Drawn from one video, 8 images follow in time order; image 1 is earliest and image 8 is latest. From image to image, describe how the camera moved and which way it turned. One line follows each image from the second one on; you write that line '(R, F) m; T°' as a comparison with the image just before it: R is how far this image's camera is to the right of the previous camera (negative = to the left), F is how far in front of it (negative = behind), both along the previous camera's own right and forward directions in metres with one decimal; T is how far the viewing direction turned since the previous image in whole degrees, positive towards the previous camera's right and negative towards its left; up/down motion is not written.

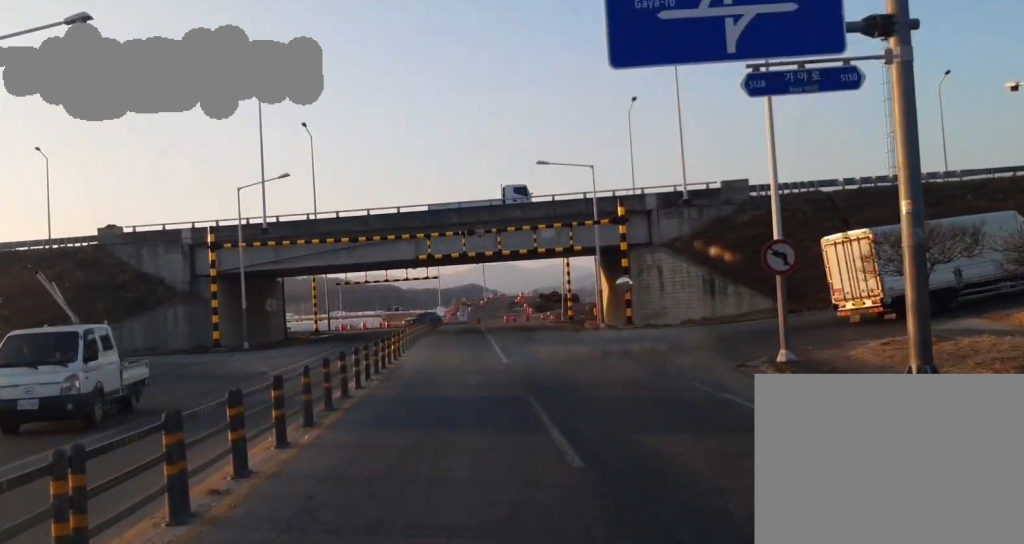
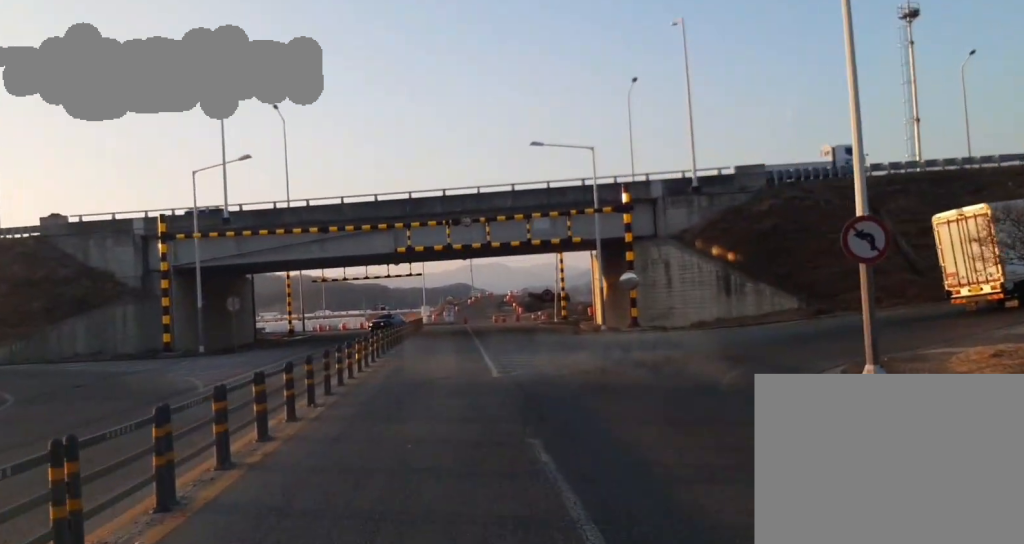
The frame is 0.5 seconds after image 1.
(-0.1, +6.9) m; +1°
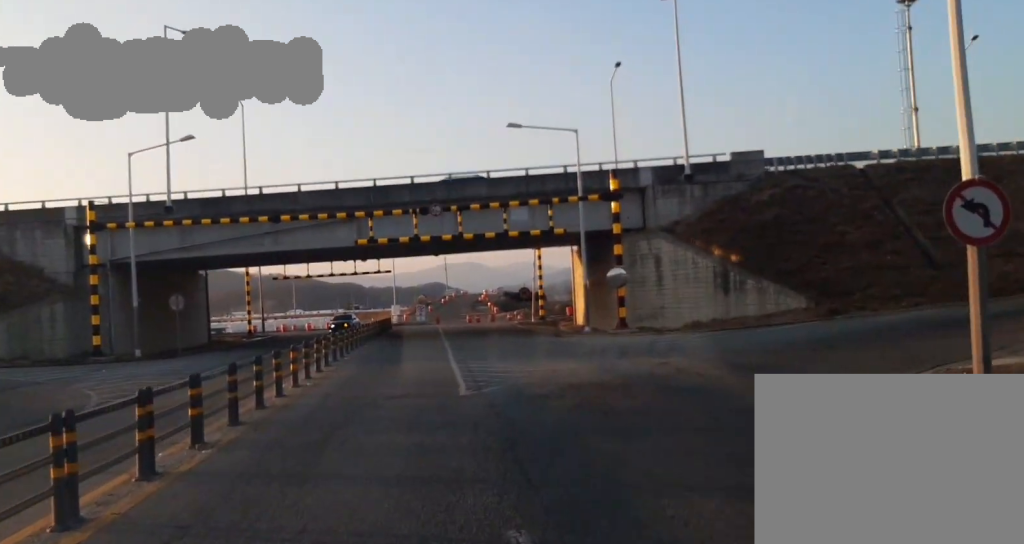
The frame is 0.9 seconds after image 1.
(+0.1, +6.0) m; +2°
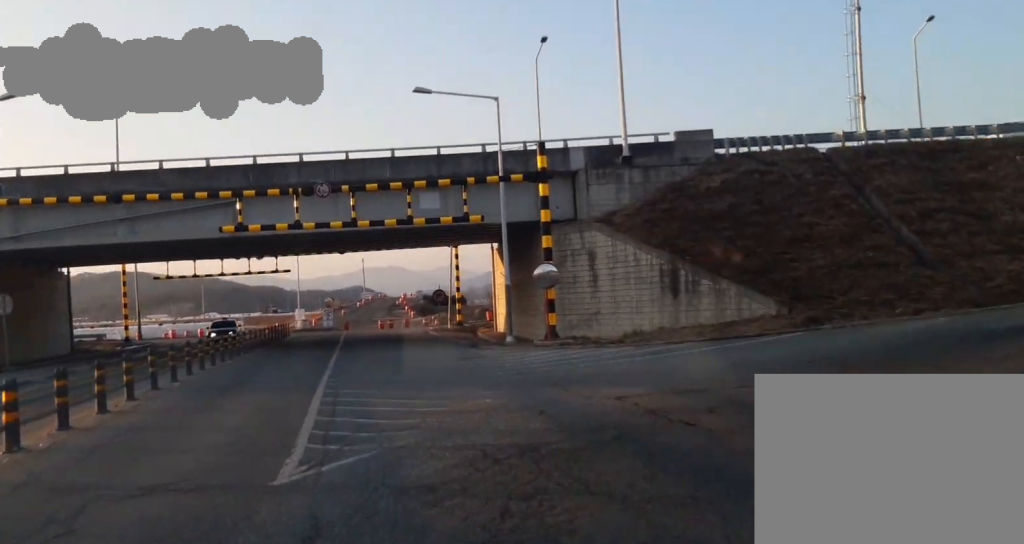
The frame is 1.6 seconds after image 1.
(+0.2, +9.8) m; +6°
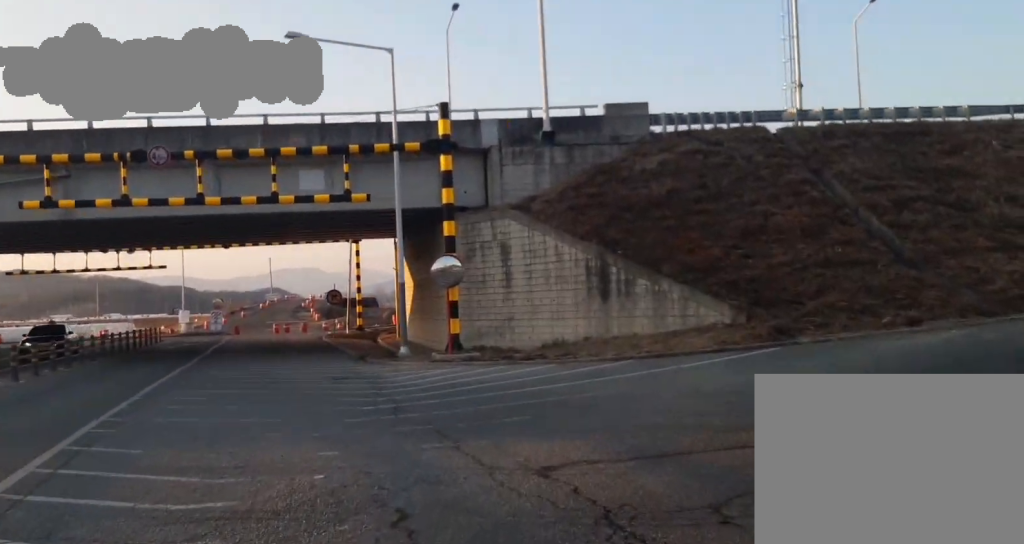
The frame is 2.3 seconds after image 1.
(0.0, +8.1) m; +13°
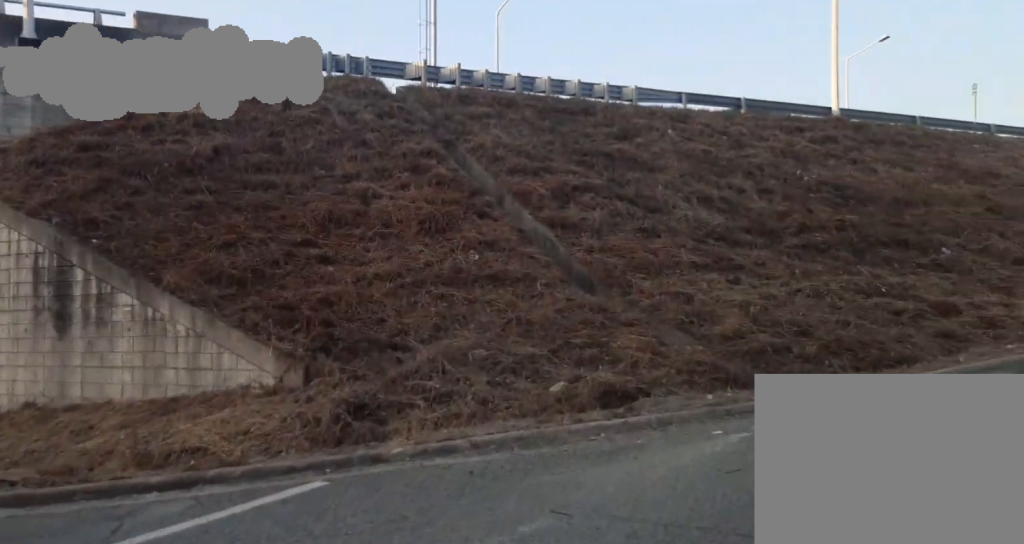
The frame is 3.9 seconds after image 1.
(+5.0, +14.9) m; +24°
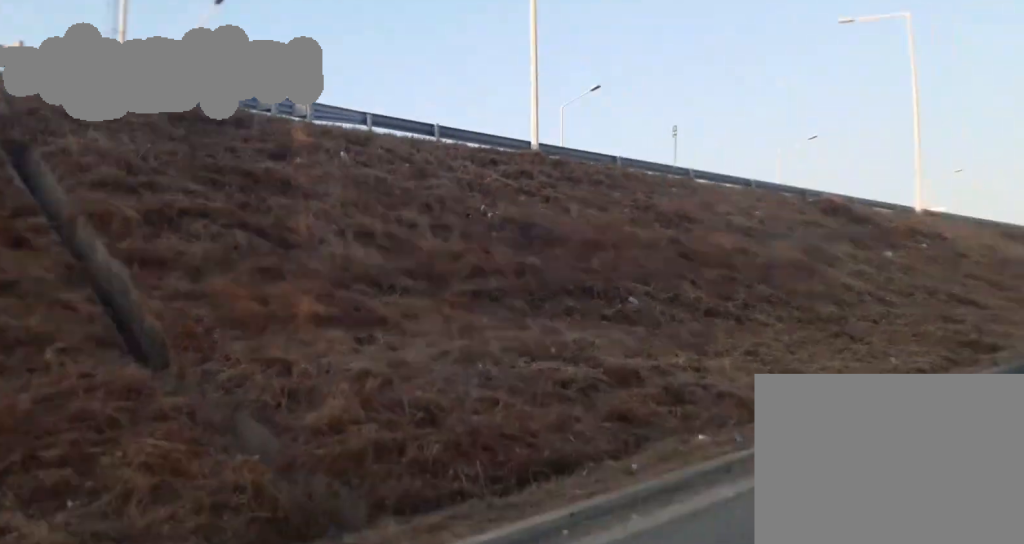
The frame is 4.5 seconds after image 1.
(+0.1, +5.7) m; +1°
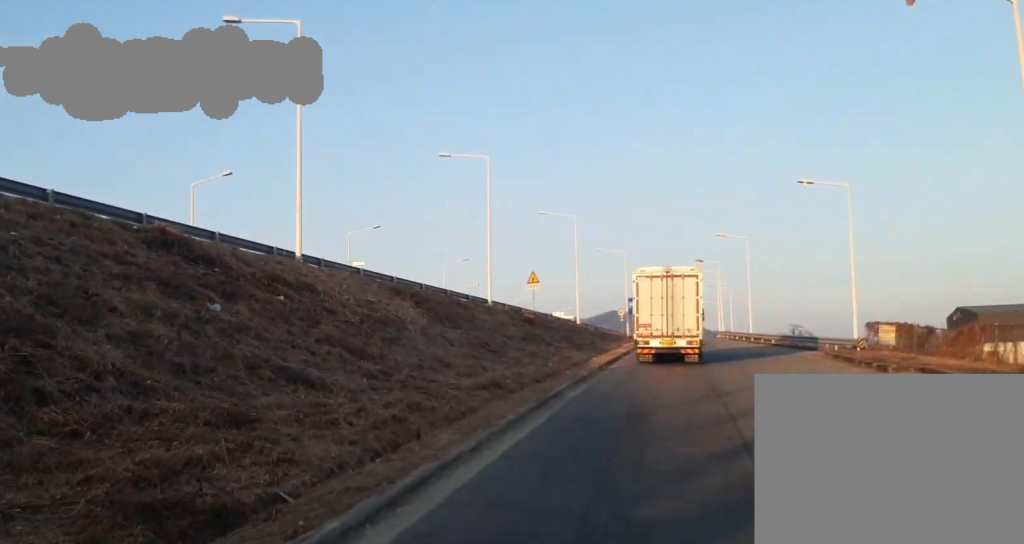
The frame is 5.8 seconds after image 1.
(+0.1, +12.2) m; +9°
